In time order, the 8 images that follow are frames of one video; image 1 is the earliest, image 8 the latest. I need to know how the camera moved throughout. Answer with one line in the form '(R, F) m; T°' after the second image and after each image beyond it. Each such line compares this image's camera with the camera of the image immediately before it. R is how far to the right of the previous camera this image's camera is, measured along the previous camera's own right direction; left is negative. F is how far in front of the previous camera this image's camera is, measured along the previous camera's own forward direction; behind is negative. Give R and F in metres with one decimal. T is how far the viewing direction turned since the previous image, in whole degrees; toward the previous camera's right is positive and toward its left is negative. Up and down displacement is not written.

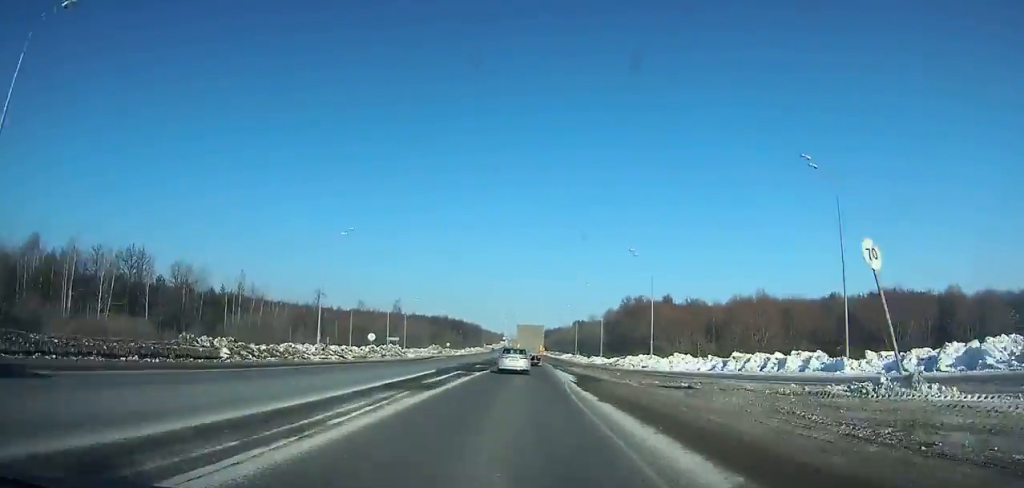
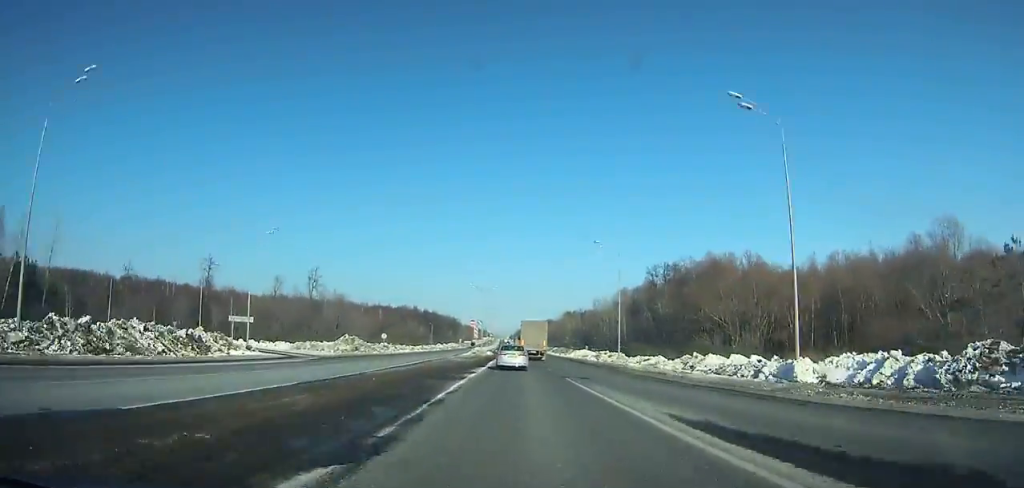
(+0.7, +68.6) m; +1°
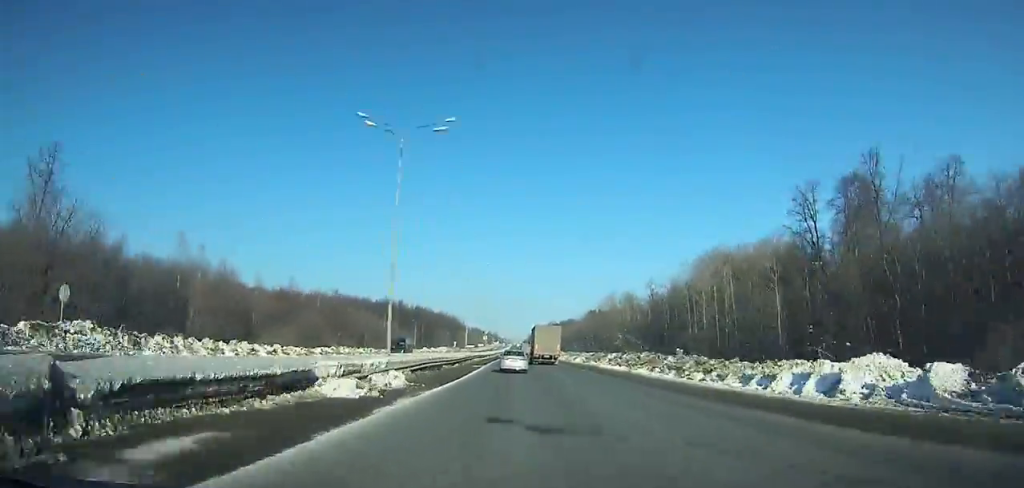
(-0.3, +81.9) m; -1°
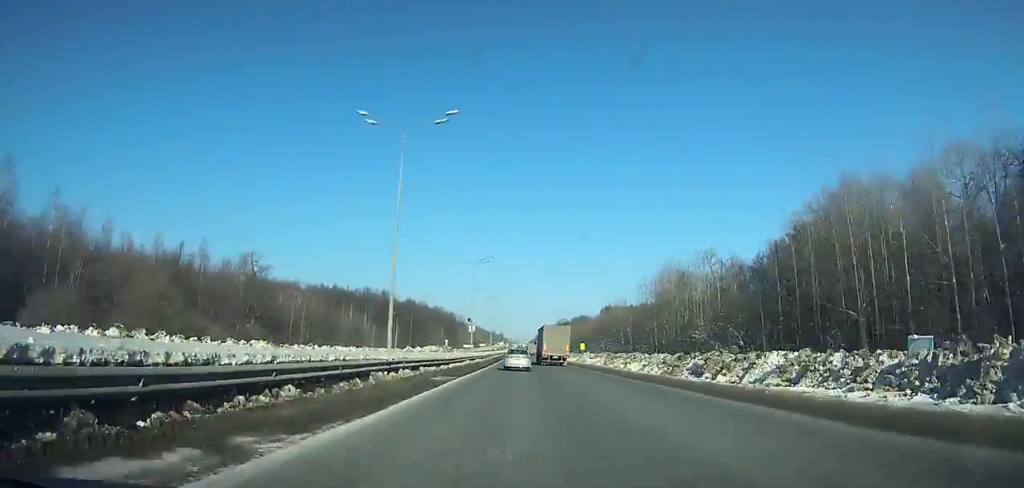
(-0.3, +43.5) m; -1°
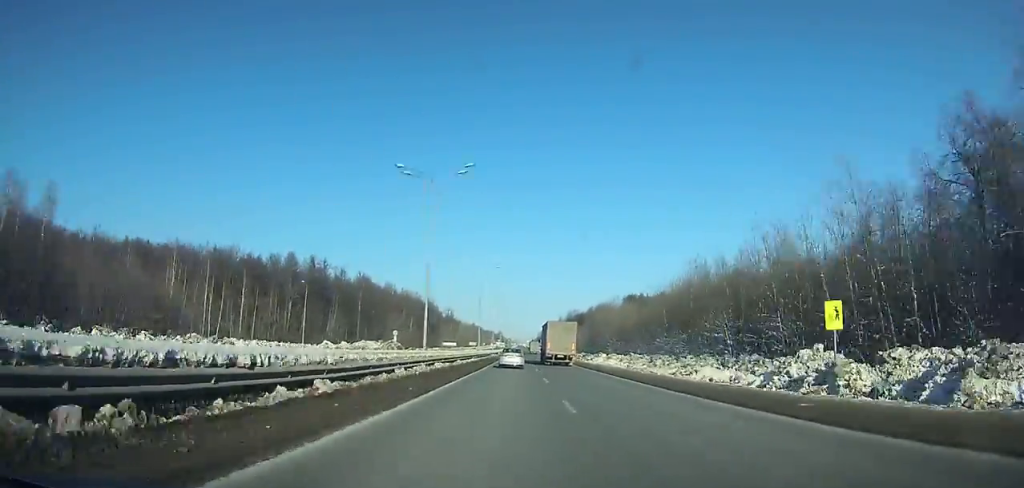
(-0.2, +79.4) m; 0°
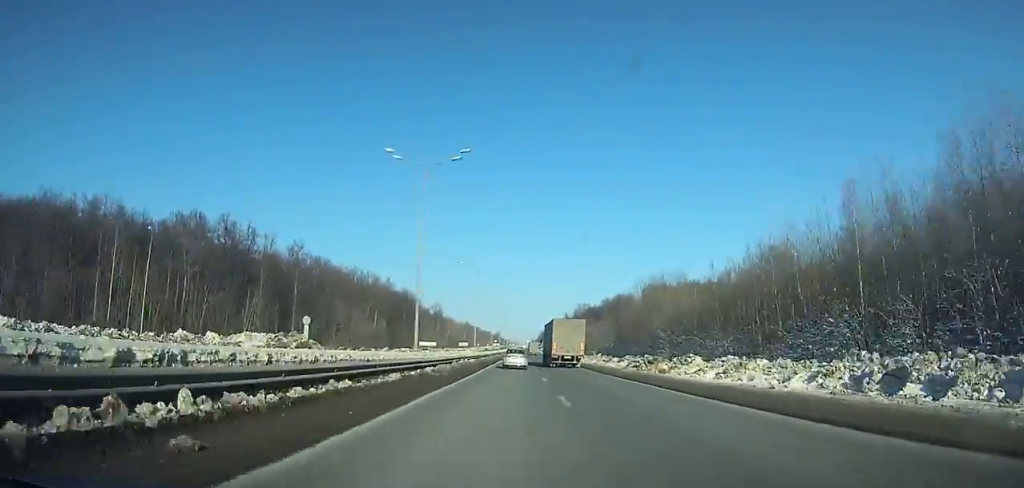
(+0.2, +46.7) m; 0°
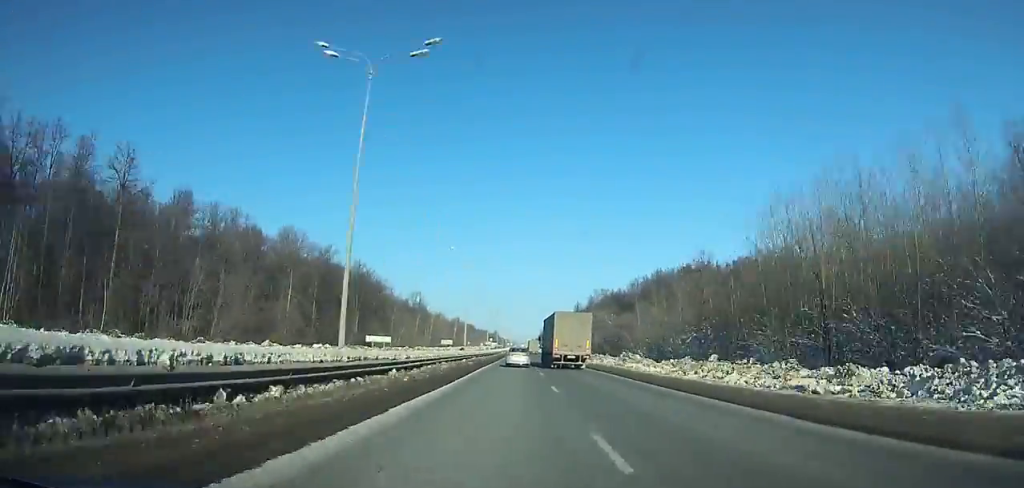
(0.0, +55.6) m; 0°
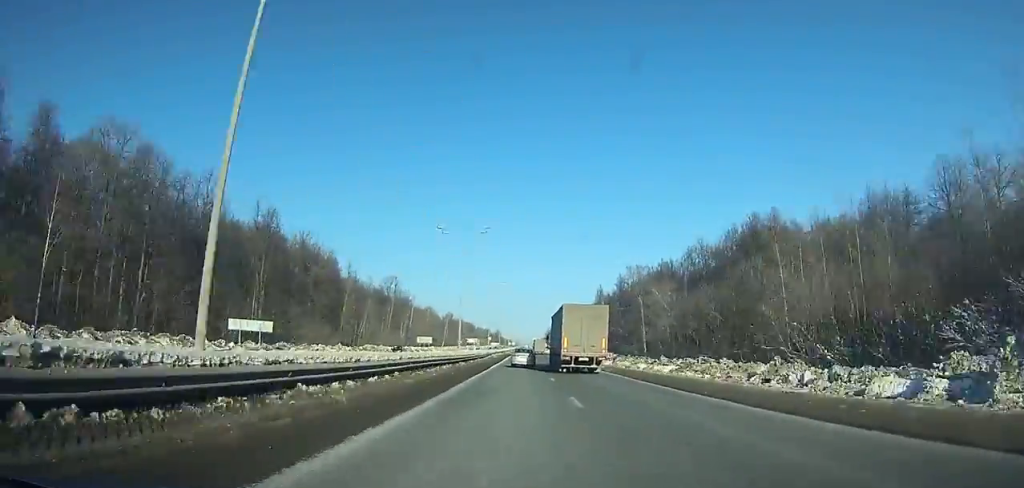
(0.0, +54.1) m; 0°
